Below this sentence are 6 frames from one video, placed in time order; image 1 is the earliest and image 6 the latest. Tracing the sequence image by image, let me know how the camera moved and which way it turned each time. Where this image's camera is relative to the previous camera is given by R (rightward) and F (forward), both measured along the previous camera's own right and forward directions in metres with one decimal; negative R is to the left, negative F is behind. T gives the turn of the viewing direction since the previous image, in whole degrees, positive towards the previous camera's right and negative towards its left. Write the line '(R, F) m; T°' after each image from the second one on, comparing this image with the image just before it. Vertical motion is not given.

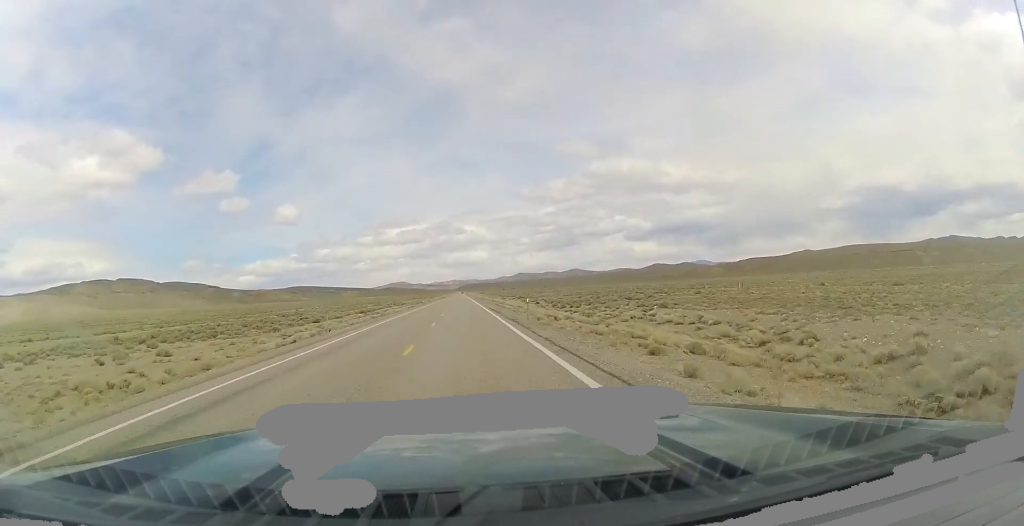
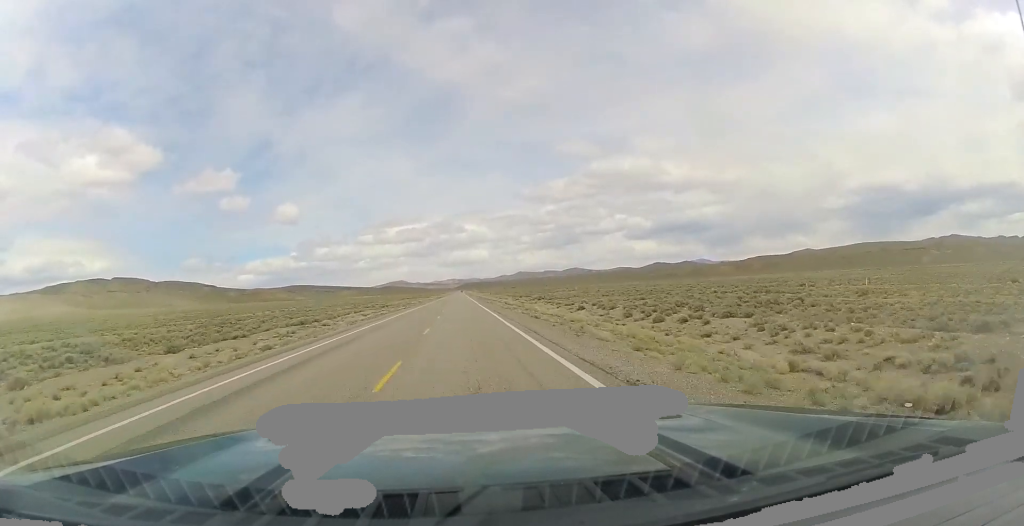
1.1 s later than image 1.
(+0.2, +41.9) m; 0°
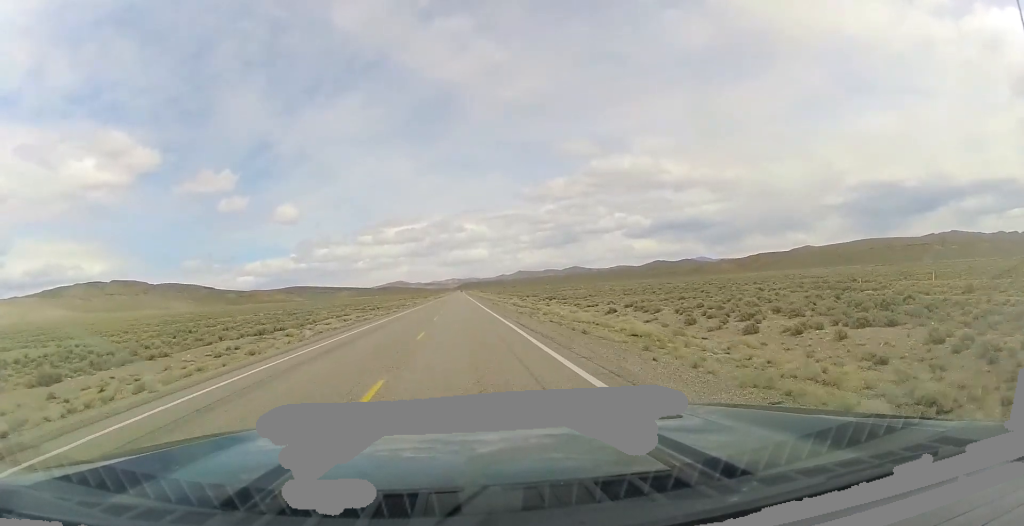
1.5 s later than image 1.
(0.0, +14.8) m; 0°
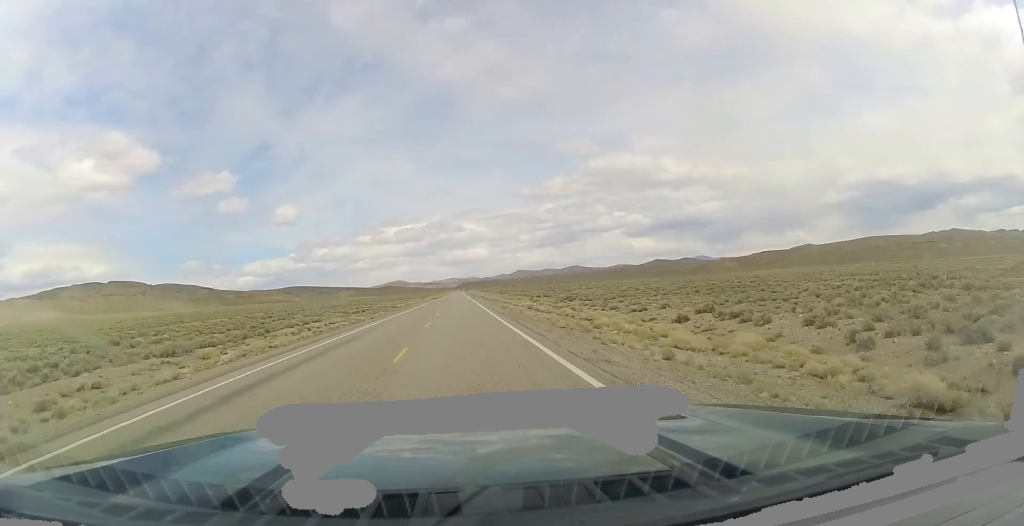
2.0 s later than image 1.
(0.0, +18.5) m; -1°
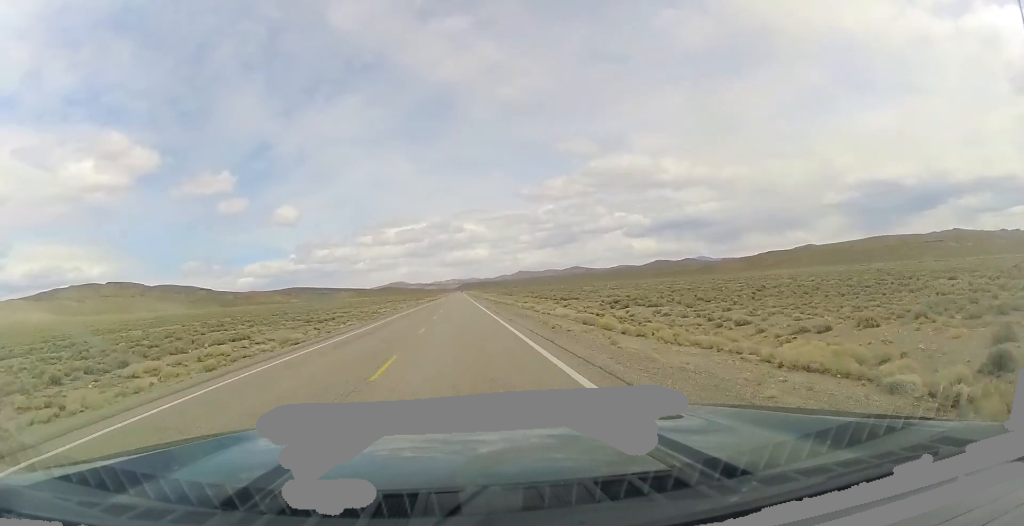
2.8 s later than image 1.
(-0.1, +27.1) m; -1°
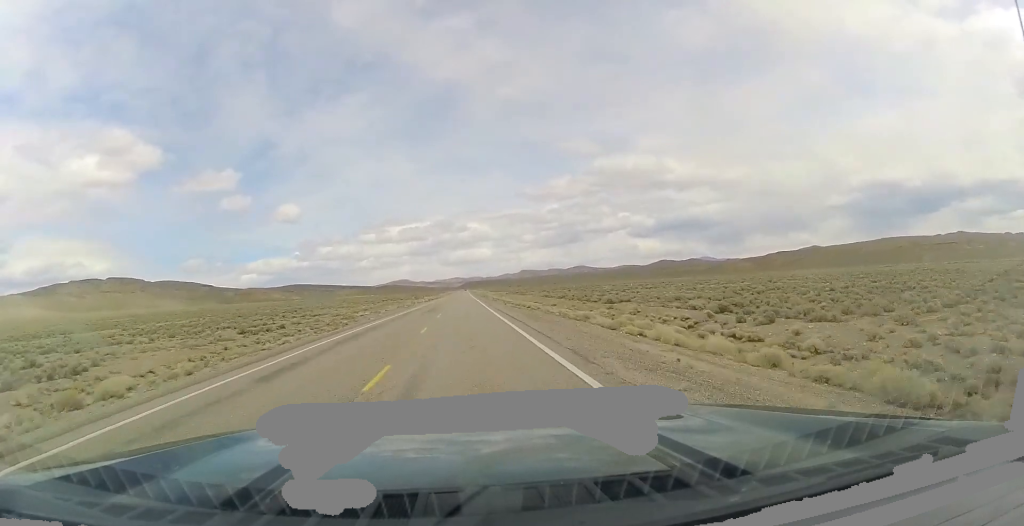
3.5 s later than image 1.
(-0.4, +25.8) m; 0°
